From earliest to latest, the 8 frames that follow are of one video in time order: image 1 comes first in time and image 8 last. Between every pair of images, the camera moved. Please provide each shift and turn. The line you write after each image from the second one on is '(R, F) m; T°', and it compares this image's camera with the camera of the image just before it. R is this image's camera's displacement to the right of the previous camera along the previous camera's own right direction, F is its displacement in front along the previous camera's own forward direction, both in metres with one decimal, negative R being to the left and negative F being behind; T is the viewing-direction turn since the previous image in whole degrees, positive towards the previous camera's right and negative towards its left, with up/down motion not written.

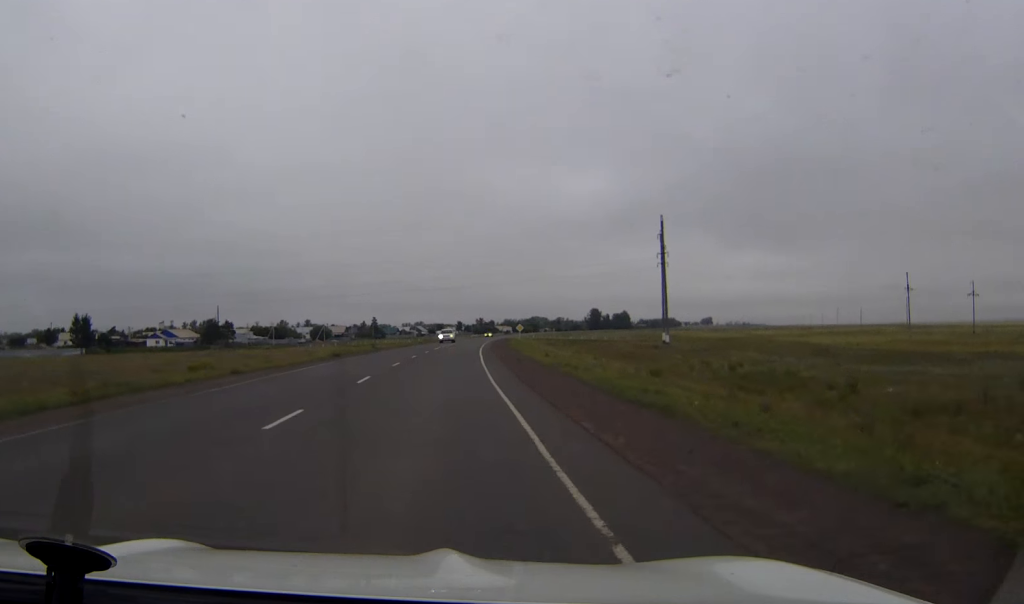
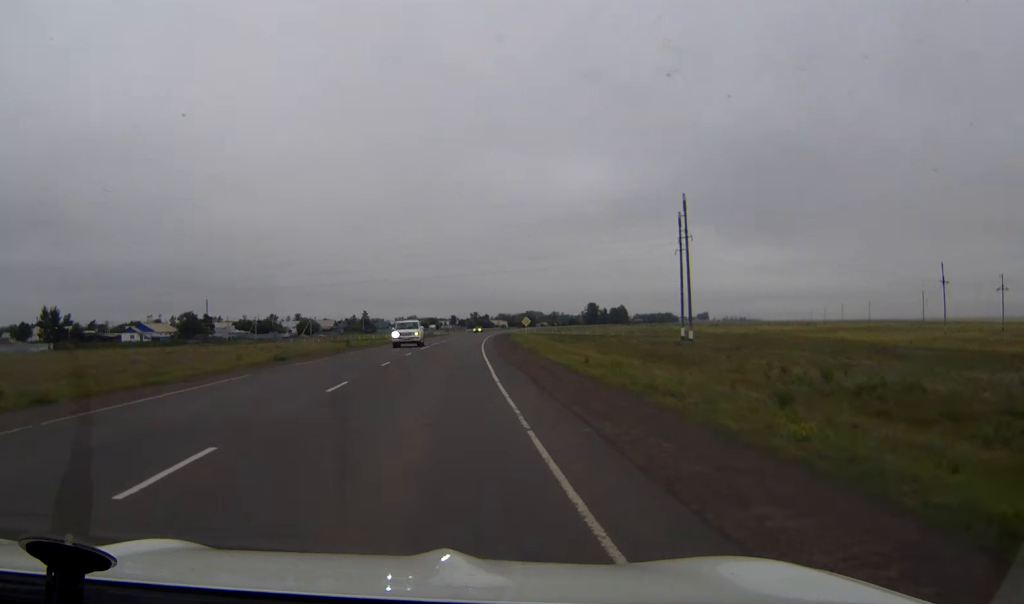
(+0.1, +18.4) m; +1°
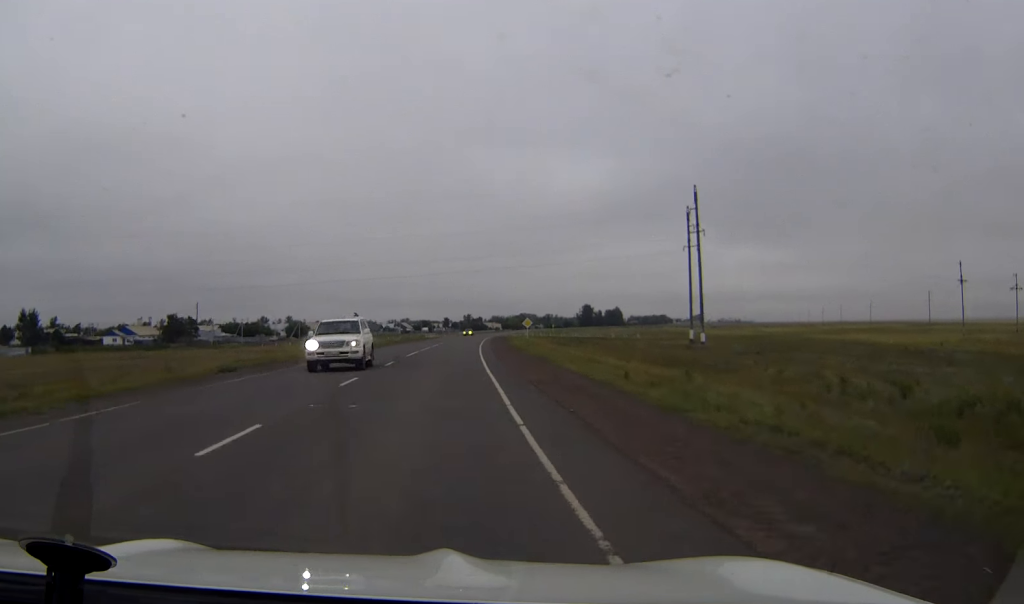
(0.0, +9.5) m; 0°
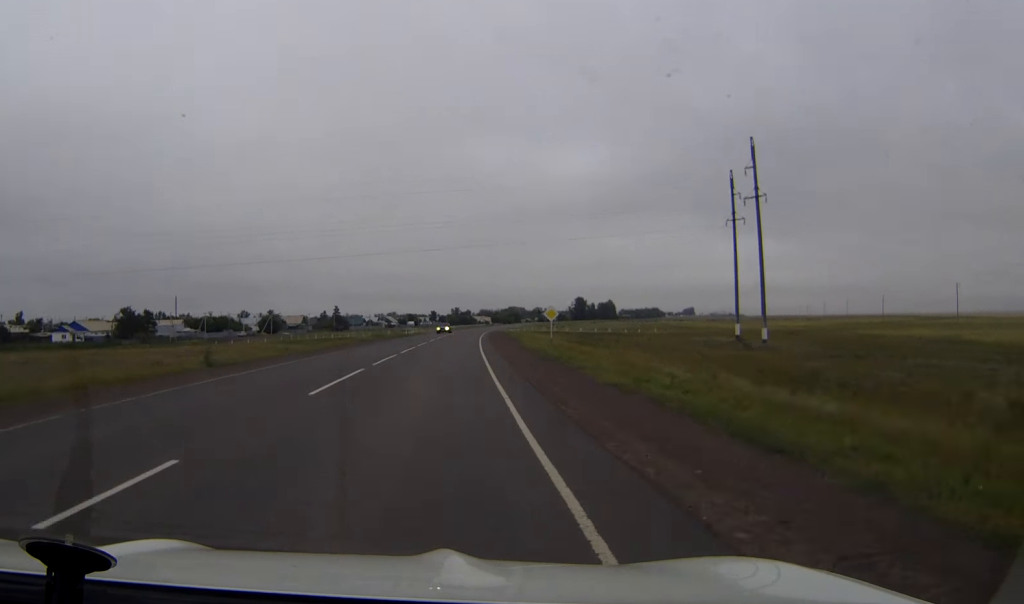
(+0.3, +28.2) m; +1°
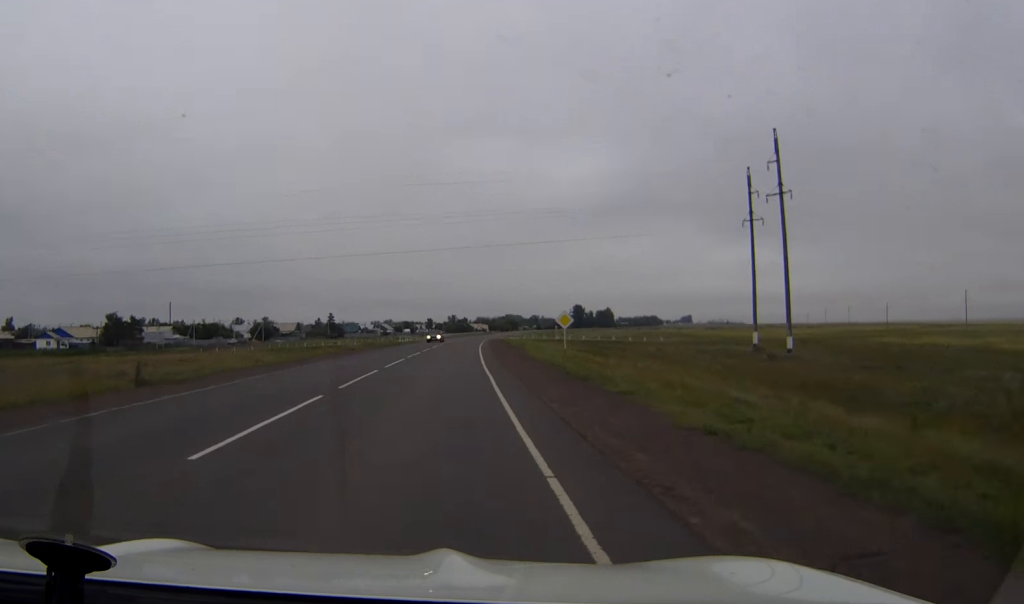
(0.0, +8.0) m; 0°
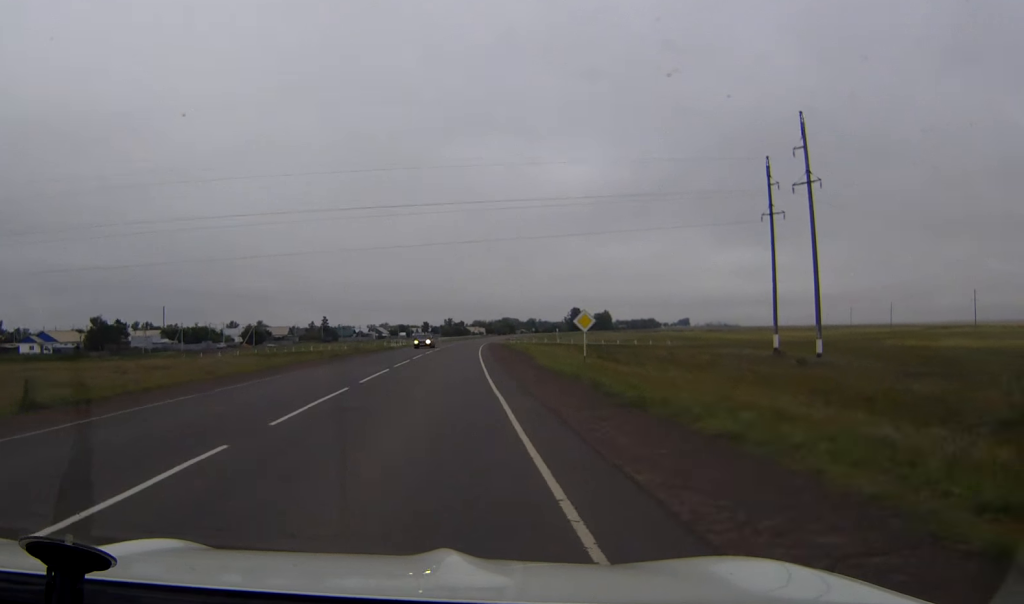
(0.0, +7.8) m; 0°
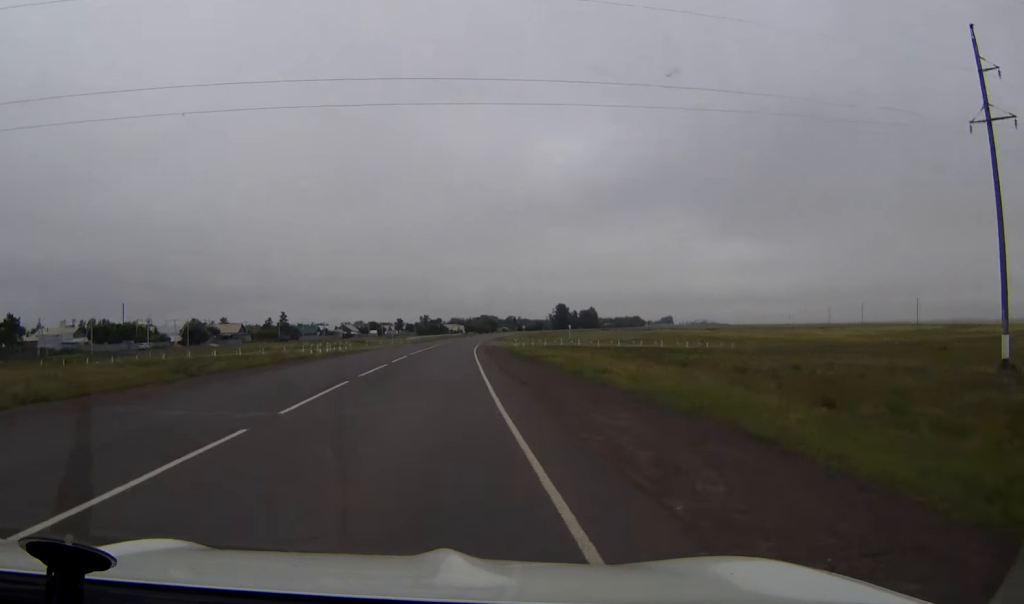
(+0.6, +47.7) m; +1°
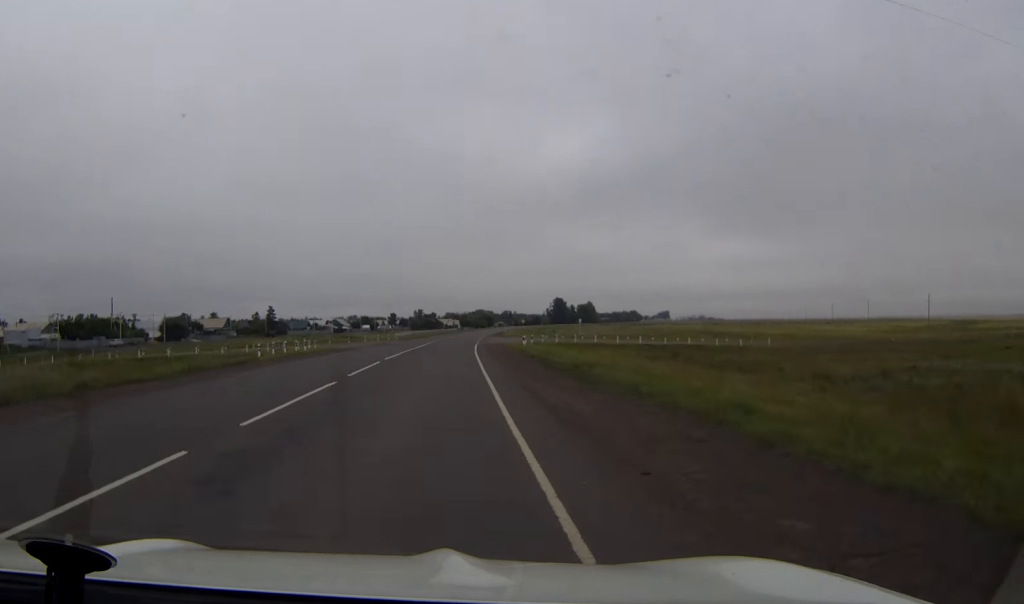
(0.0, +14.4) m; 0°
